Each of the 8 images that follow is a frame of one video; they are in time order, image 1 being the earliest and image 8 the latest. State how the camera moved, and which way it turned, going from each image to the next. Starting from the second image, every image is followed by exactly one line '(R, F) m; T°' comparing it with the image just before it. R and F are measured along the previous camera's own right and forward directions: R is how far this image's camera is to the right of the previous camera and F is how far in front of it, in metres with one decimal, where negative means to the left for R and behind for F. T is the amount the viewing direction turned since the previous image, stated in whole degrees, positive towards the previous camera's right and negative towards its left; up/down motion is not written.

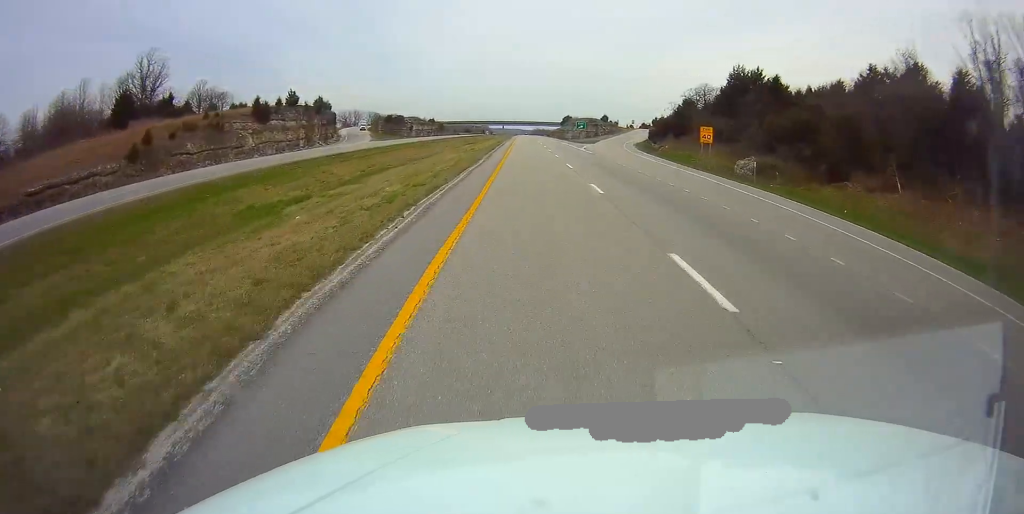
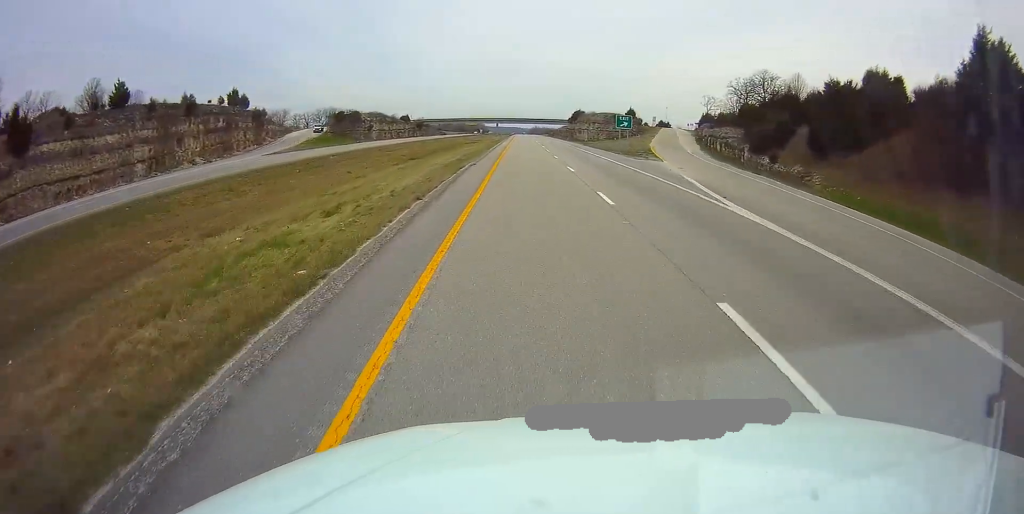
(-0.1, +51.0) m; 0°
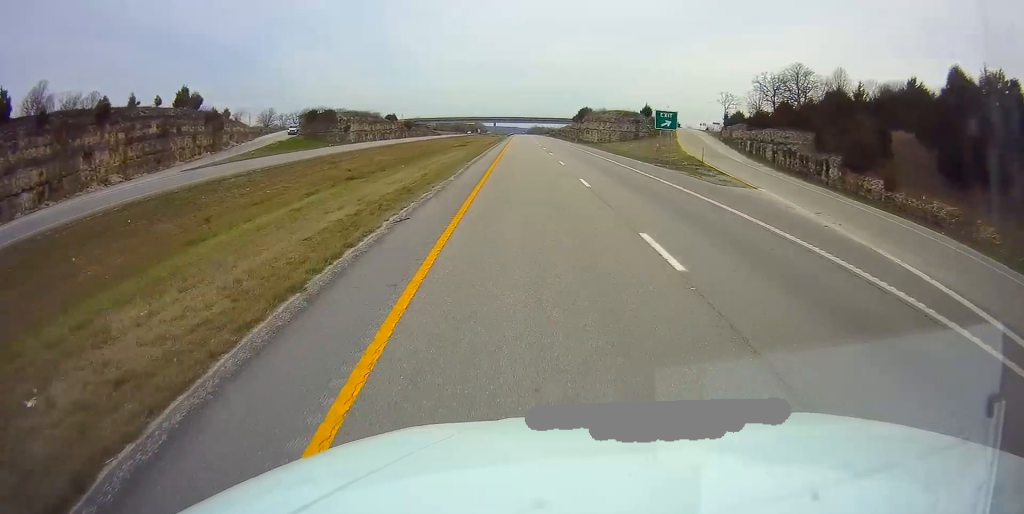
(+0.1, +19.2) m; 0°
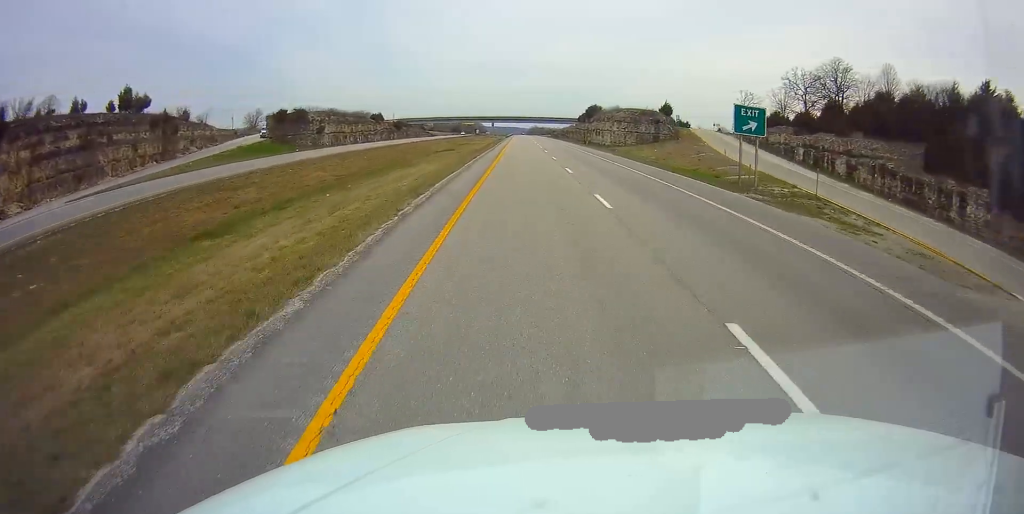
(-0.2, +16.8) m; 0°
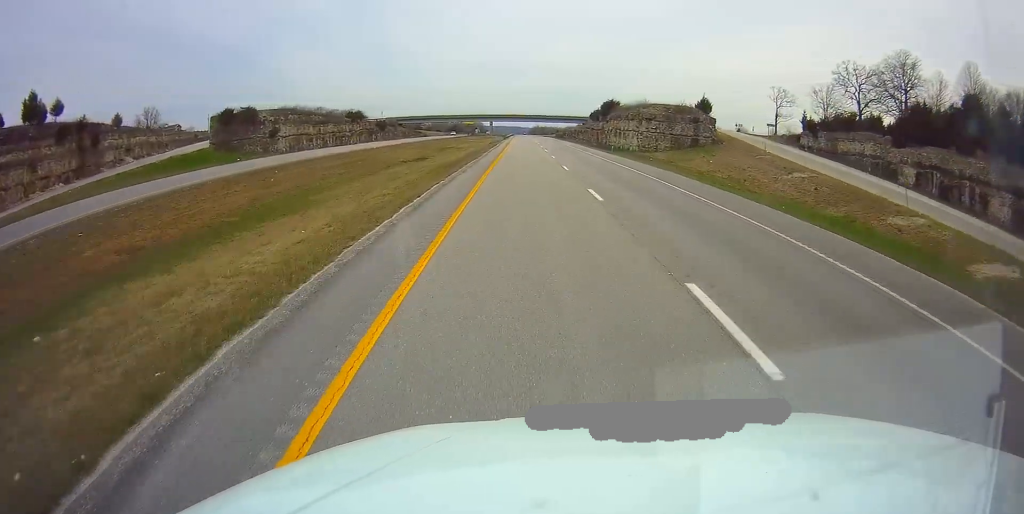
(-0.1, +21.5) m; 0°
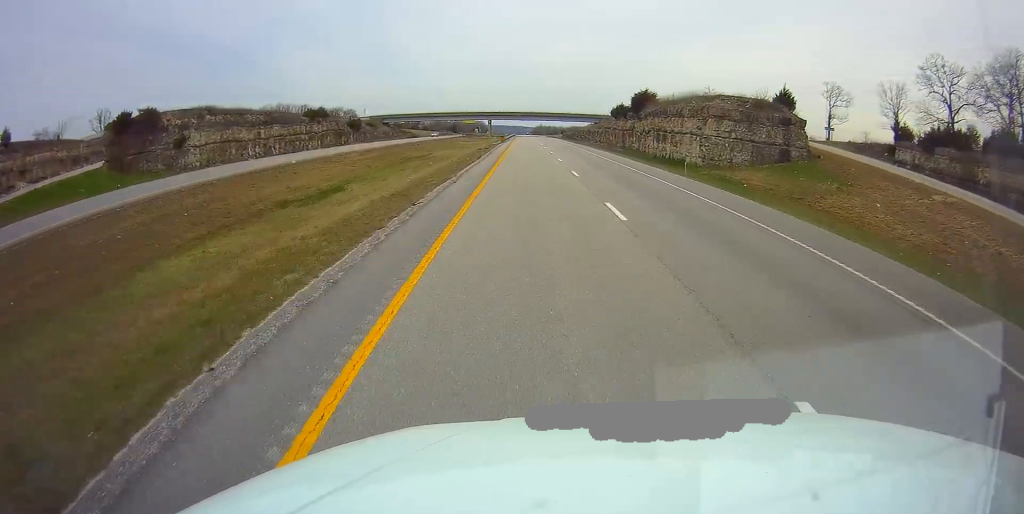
(0.0, +25.6) m; 0°
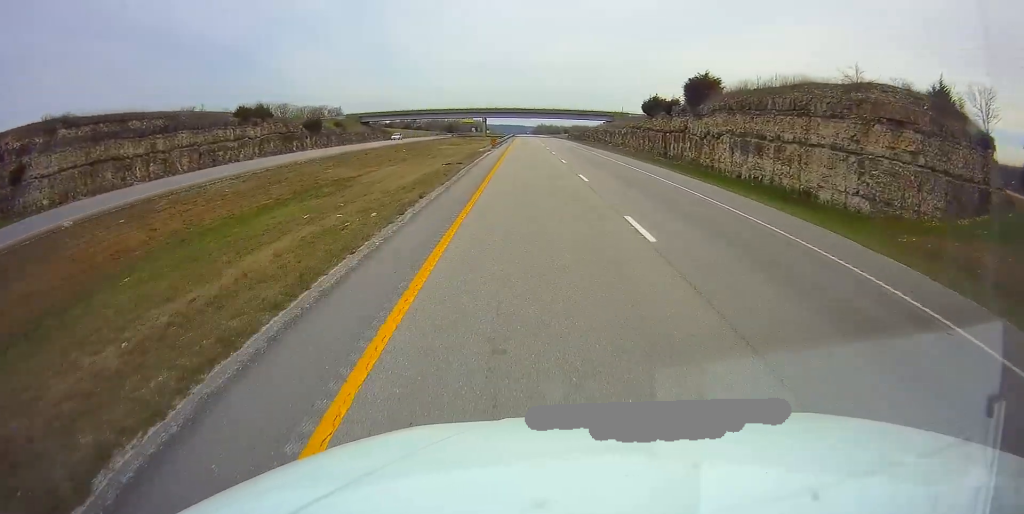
(0.0, +23.4) m; 0°
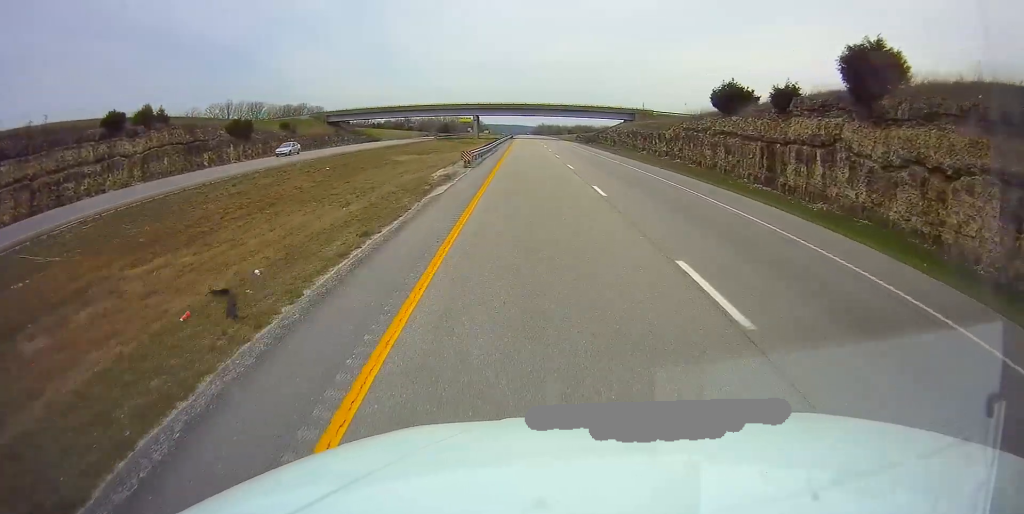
(+0.1, +23.5) m; 0°
